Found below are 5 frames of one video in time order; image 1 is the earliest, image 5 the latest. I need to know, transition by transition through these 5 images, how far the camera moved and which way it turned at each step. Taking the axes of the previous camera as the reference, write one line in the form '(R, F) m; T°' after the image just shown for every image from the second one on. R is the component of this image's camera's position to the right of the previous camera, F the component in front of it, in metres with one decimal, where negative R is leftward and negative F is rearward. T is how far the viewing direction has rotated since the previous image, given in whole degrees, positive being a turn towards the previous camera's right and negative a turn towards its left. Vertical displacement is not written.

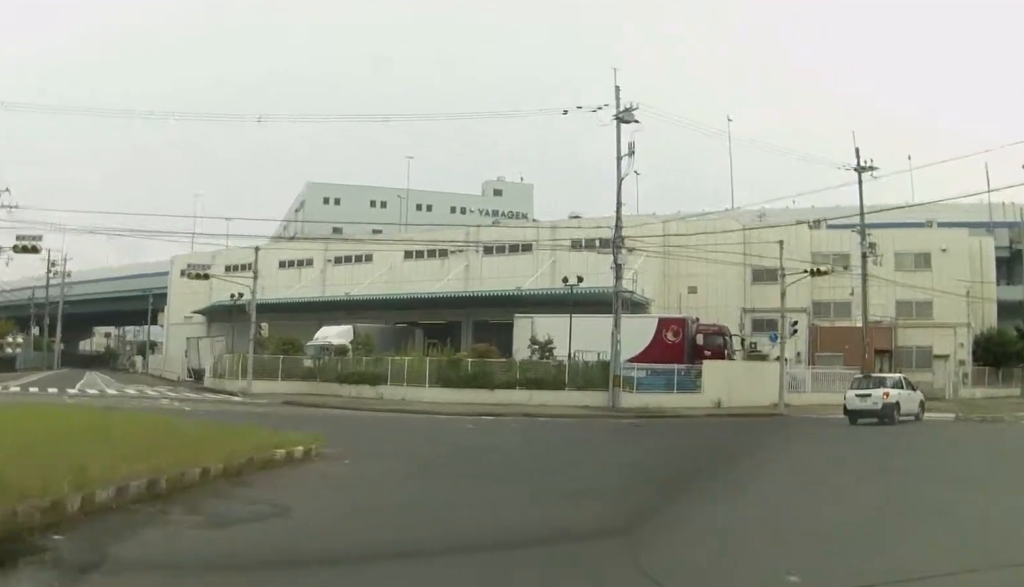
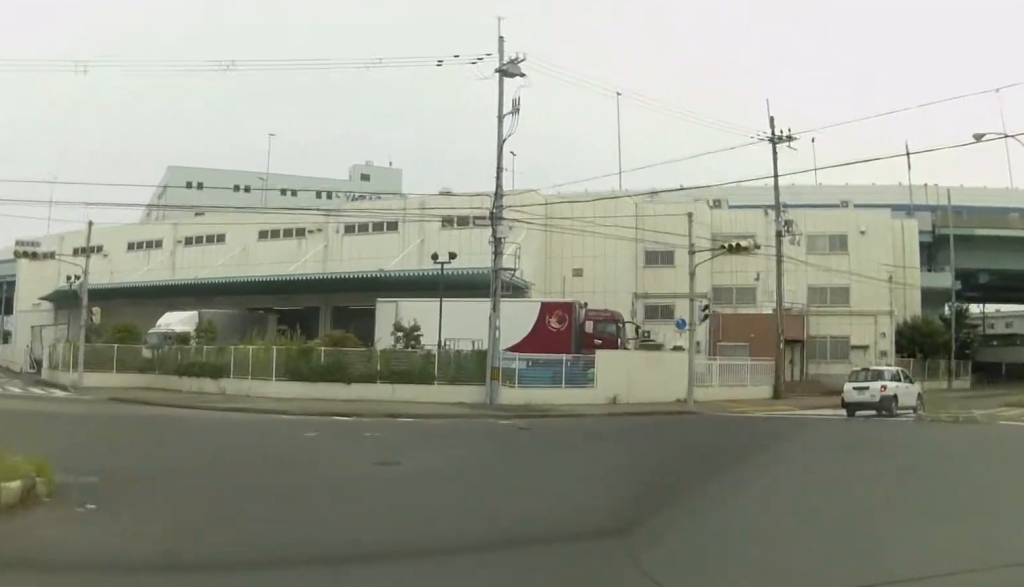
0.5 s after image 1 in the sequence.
(+0.6, +5.4) m; +11°
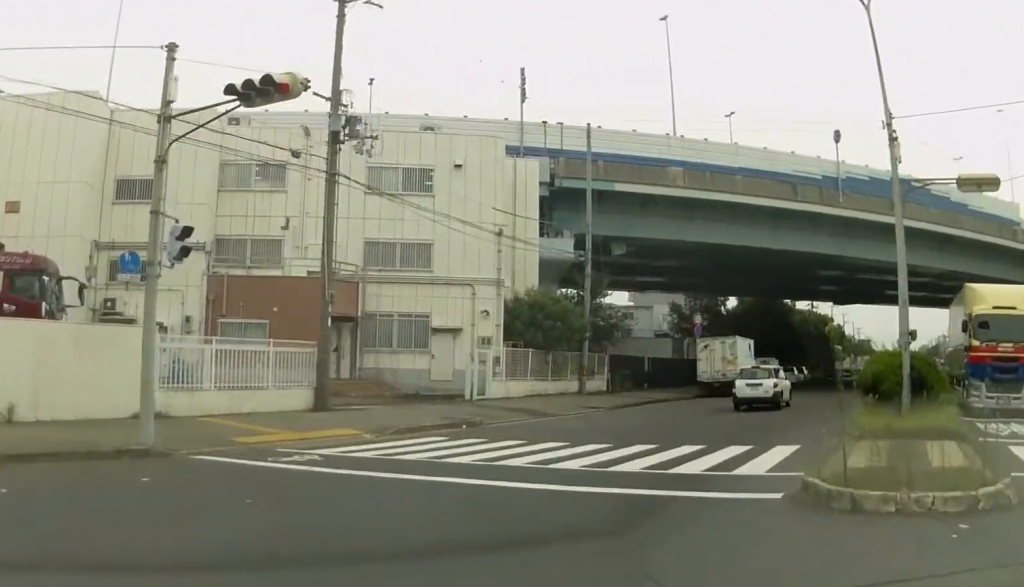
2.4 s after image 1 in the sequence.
(+6.3, +18.5) m; +34°
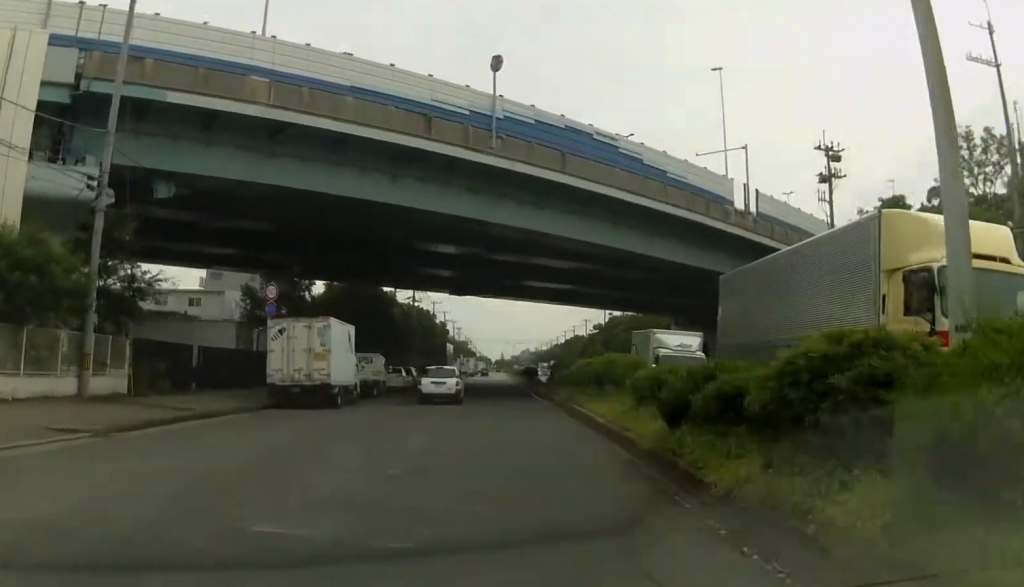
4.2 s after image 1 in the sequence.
(+3.0, +15.6) m; +18°
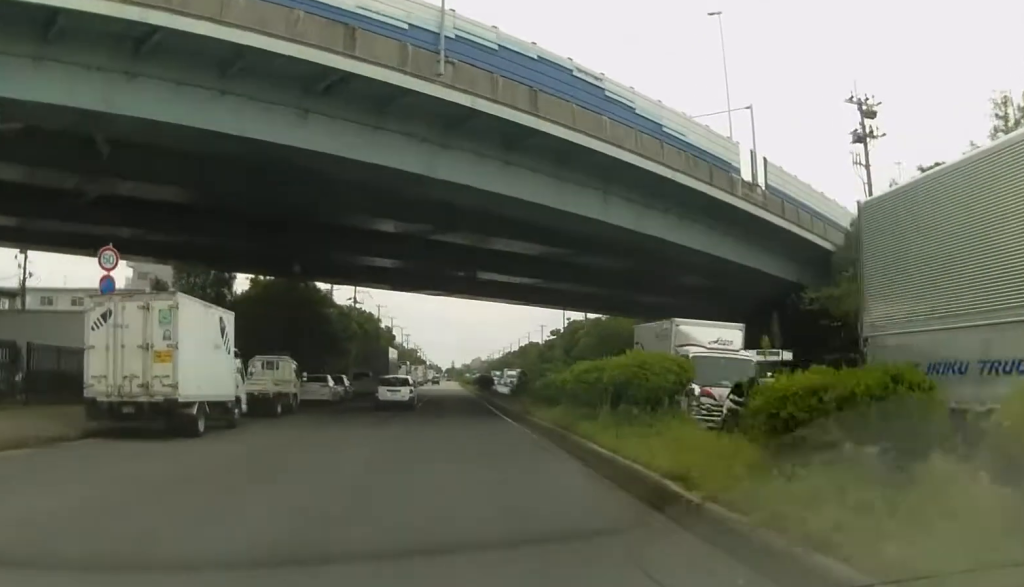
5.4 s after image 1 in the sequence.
(+0.3, +9.7) m; +1°
